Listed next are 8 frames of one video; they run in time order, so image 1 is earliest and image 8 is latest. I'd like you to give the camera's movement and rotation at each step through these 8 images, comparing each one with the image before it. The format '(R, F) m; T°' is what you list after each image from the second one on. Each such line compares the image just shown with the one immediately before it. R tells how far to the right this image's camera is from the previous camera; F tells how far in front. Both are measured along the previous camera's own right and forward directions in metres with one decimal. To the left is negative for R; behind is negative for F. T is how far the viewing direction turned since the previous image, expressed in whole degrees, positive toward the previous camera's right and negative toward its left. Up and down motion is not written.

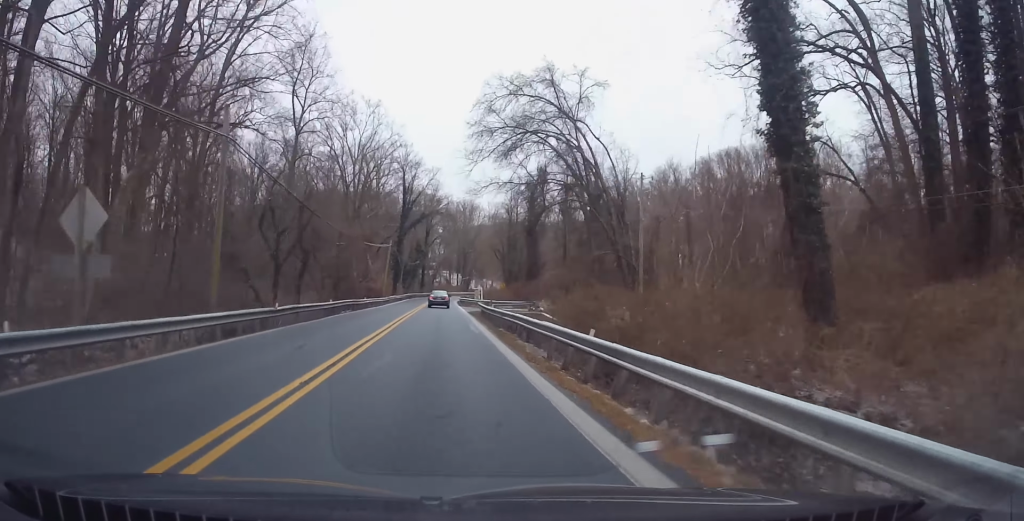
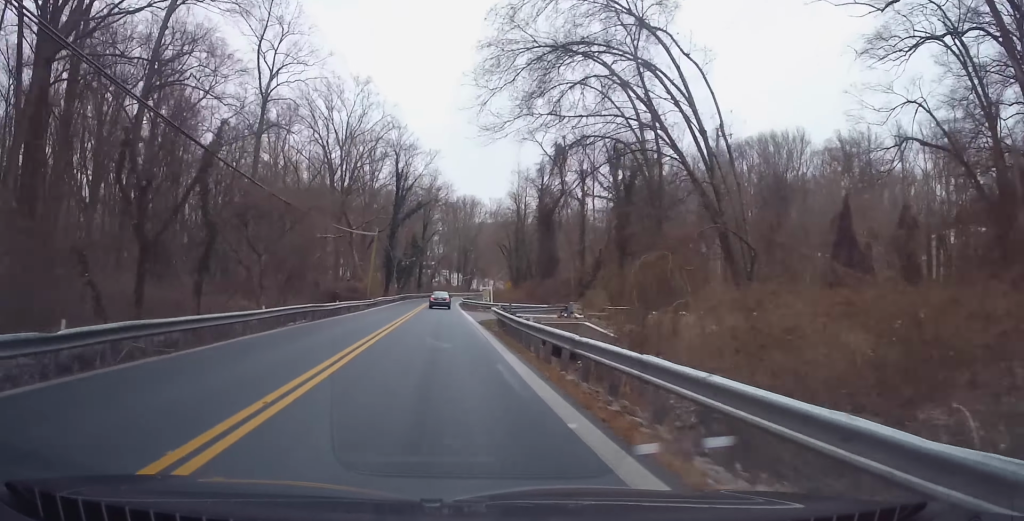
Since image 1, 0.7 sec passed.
(0.0, +14.4) m; 0°
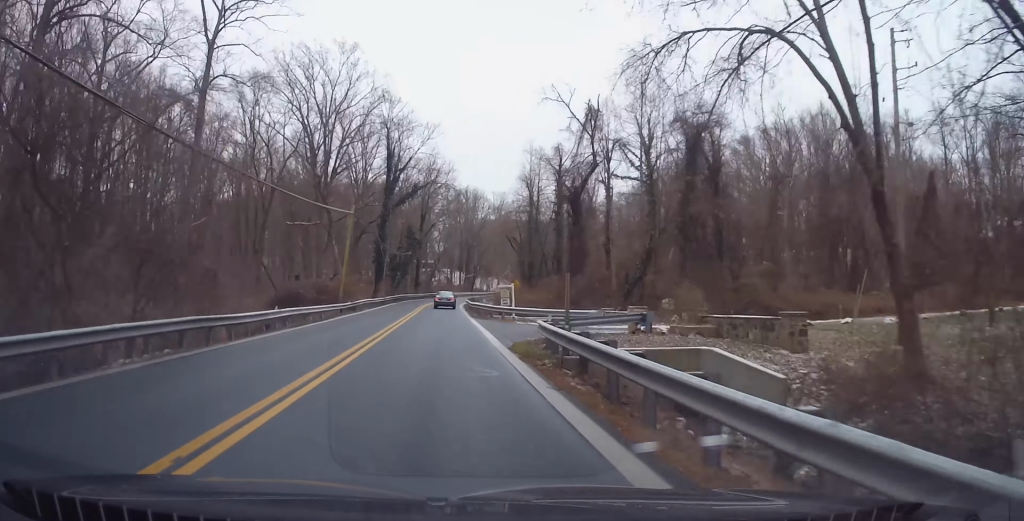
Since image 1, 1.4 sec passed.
(0.0, +15.5) m; 0°
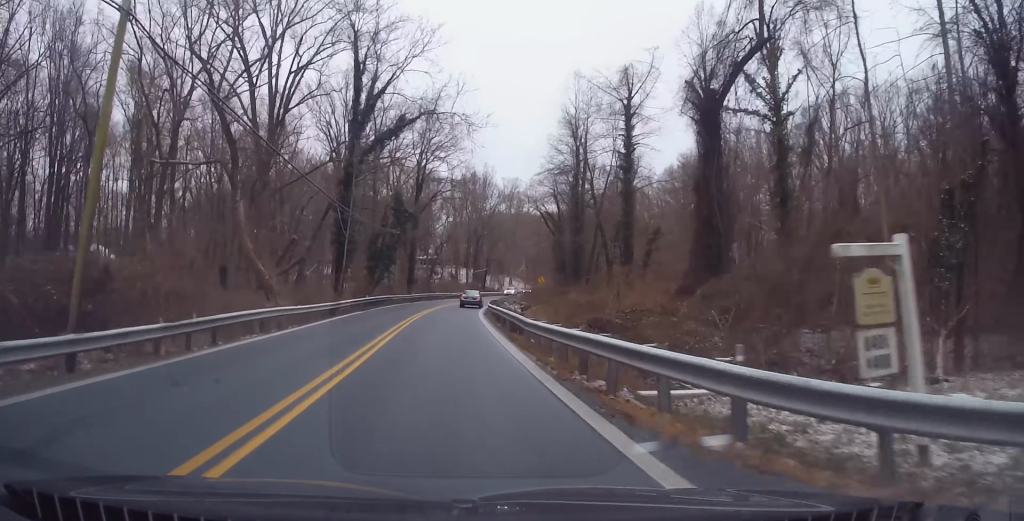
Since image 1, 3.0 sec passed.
(+0.2, +33.3) m; +2°
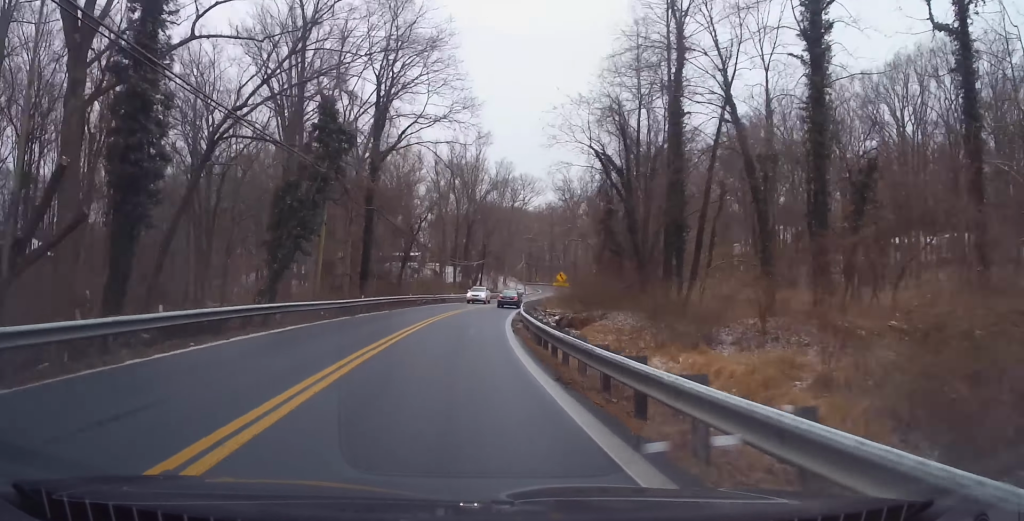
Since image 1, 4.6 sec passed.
(+0.9, +33.2) m; +3°
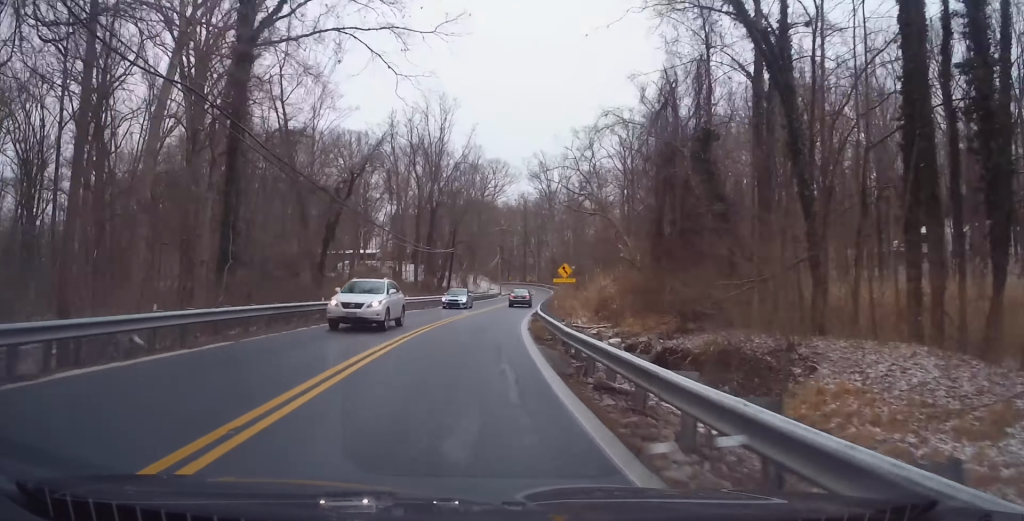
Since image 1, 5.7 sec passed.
(+0.7, +23.9) m; +1°
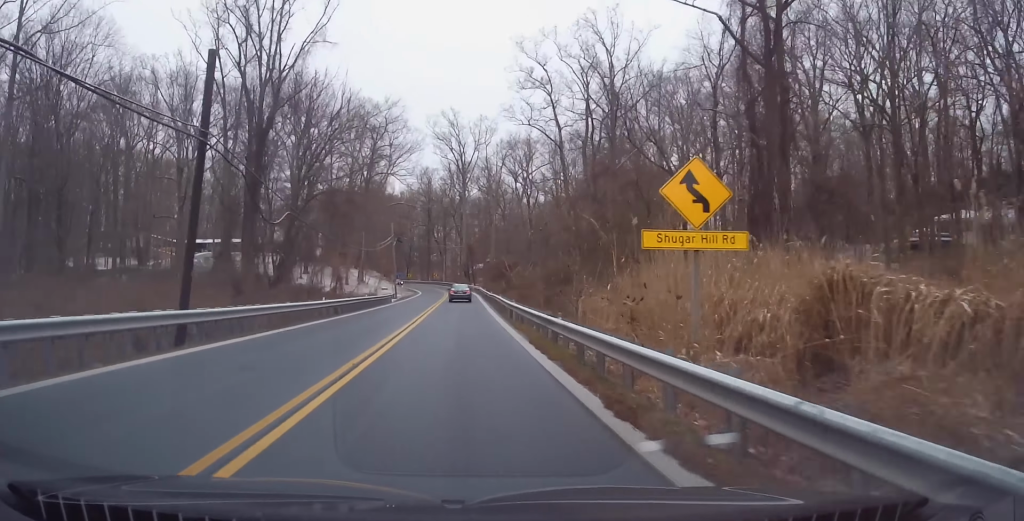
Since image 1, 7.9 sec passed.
(+1.0, +43.6) m; +5°
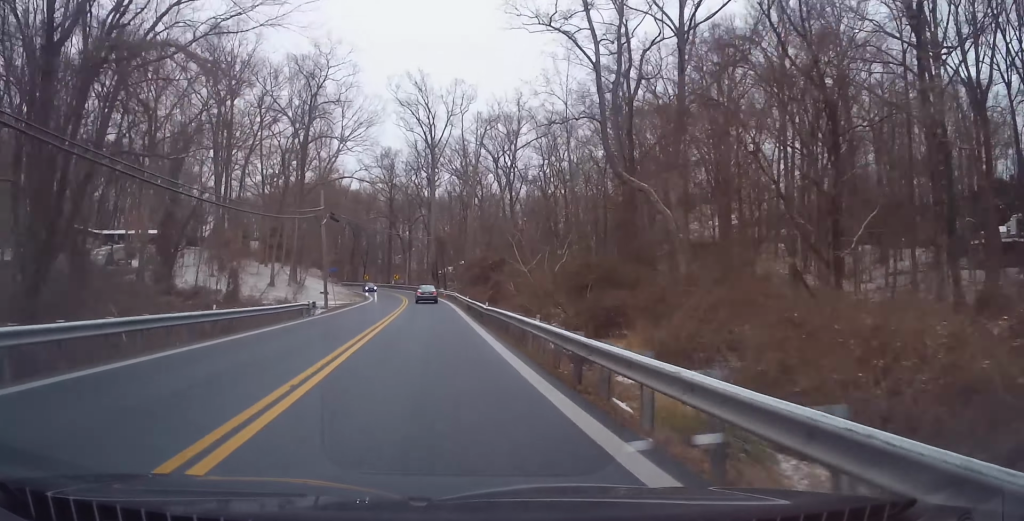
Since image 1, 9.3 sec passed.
(+1.5, +26.8) m; +3°
